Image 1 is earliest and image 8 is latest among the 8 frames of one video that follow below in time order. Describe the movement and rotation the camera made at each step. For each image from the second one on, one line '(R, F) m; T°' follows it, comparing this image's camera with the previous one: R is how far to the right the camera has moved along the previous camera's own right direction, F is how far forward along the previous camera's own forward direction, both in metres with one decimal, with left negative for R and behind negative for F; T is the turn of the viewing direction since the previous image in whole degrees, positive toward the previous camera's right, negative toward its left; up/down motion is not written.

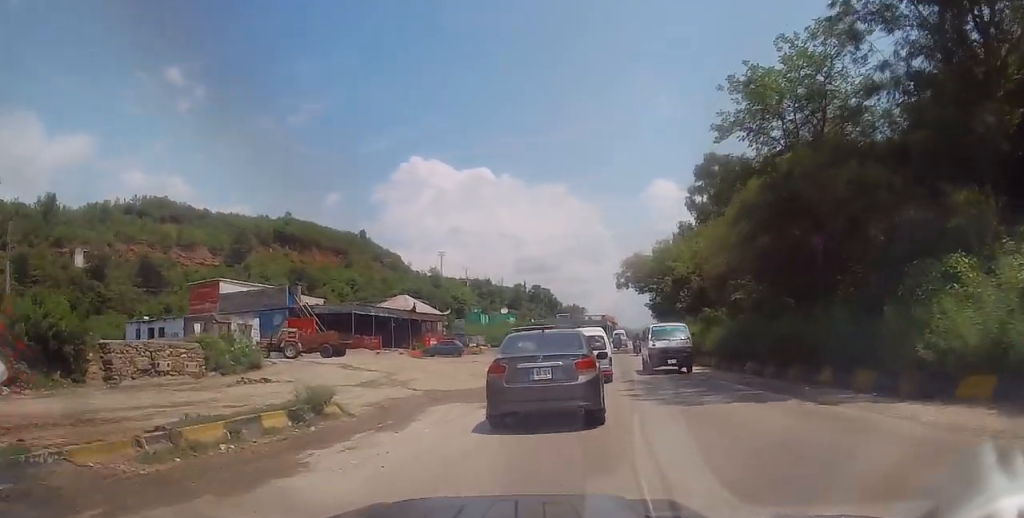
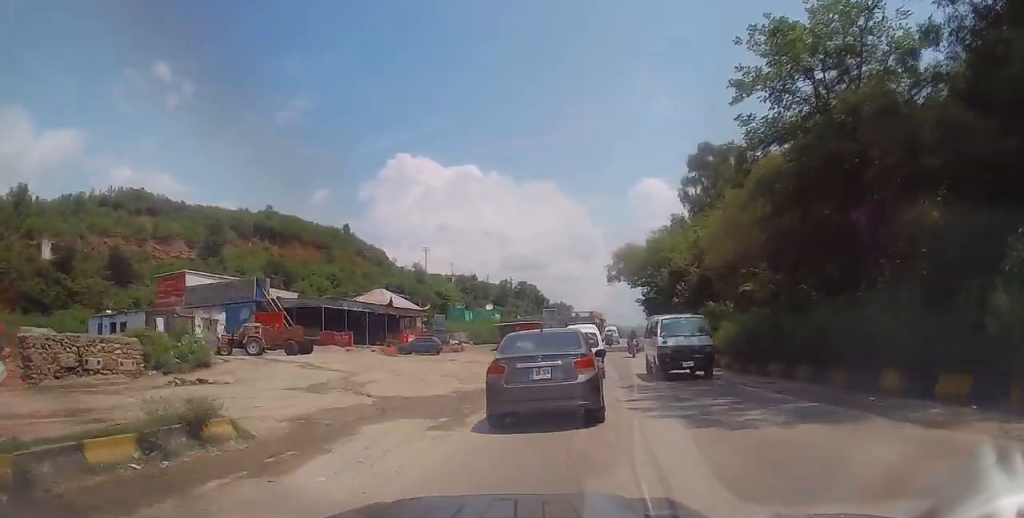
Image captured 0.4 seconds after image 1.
(+0.2, +3.9) m; +1°
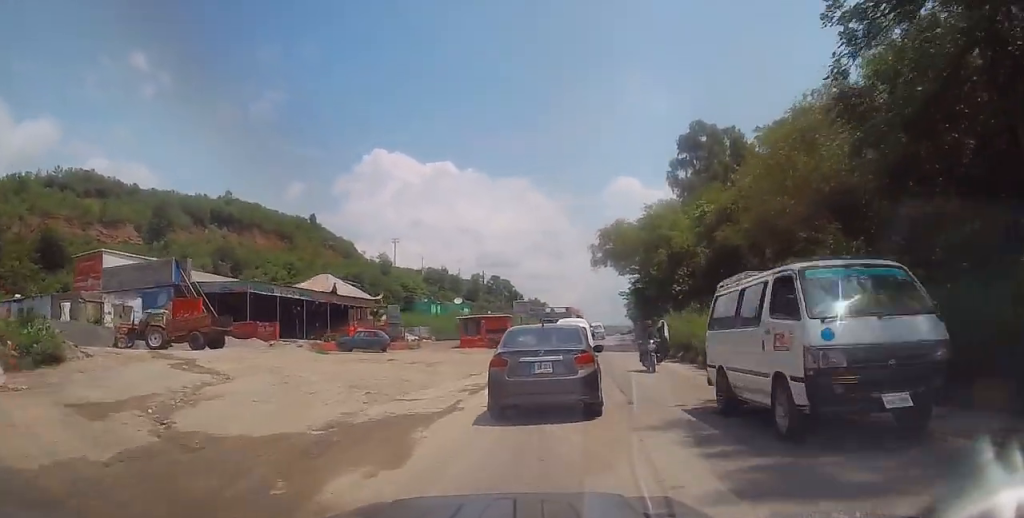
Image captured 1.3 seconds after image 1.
(0.0, +8.6) m; +2°
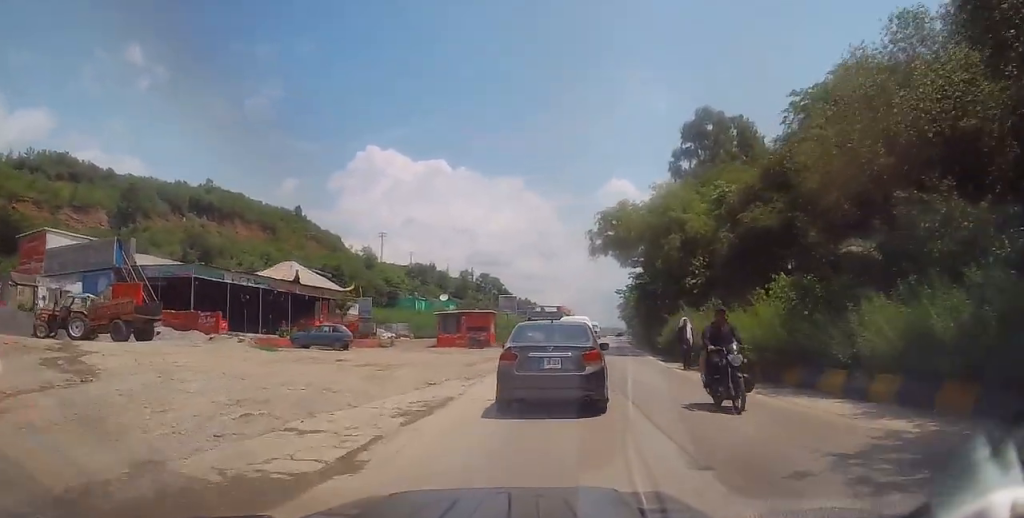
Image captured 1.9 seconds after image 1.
(+0.1, +5.7) m; +1°
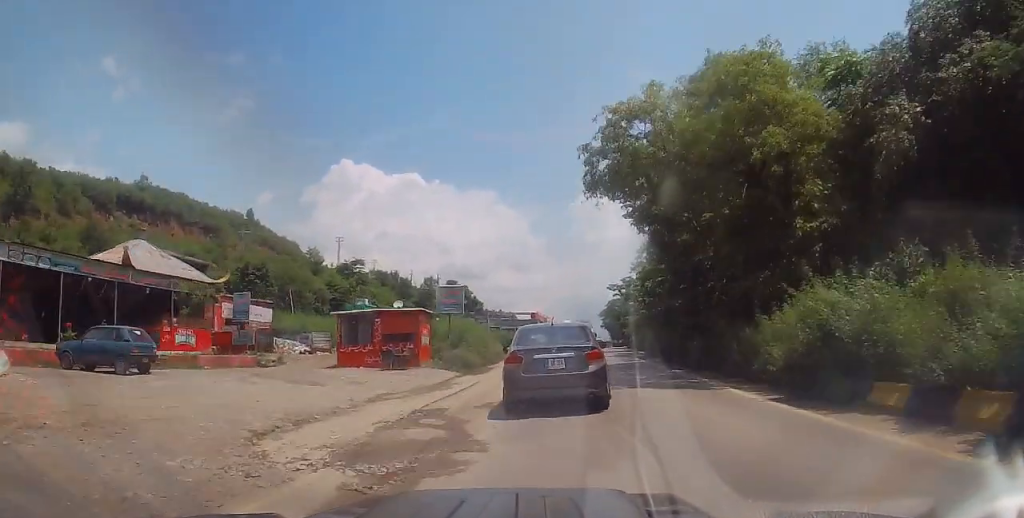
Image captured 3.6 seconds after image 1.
(+0.2, +15.9) m; 0°
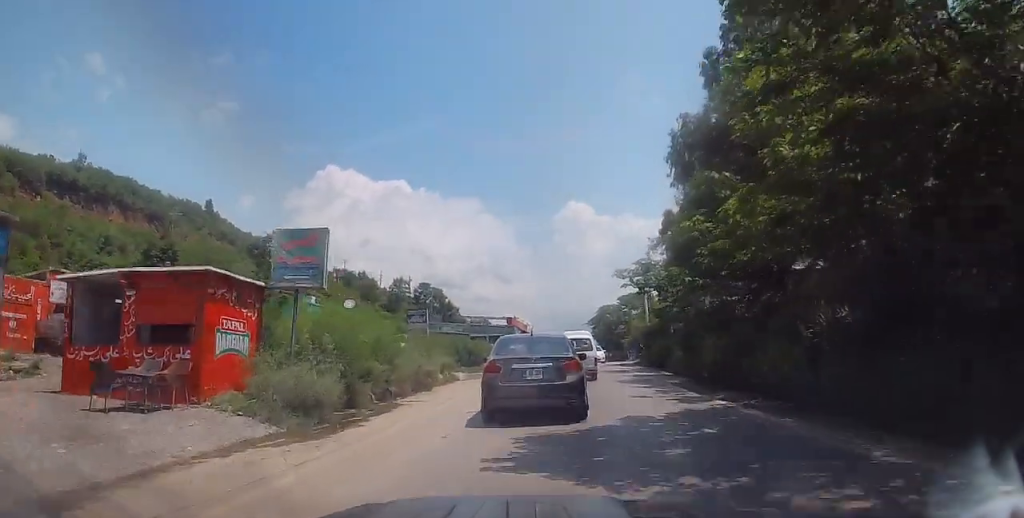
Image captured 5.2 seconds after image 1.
(+0.6, +15.4) m; +3°
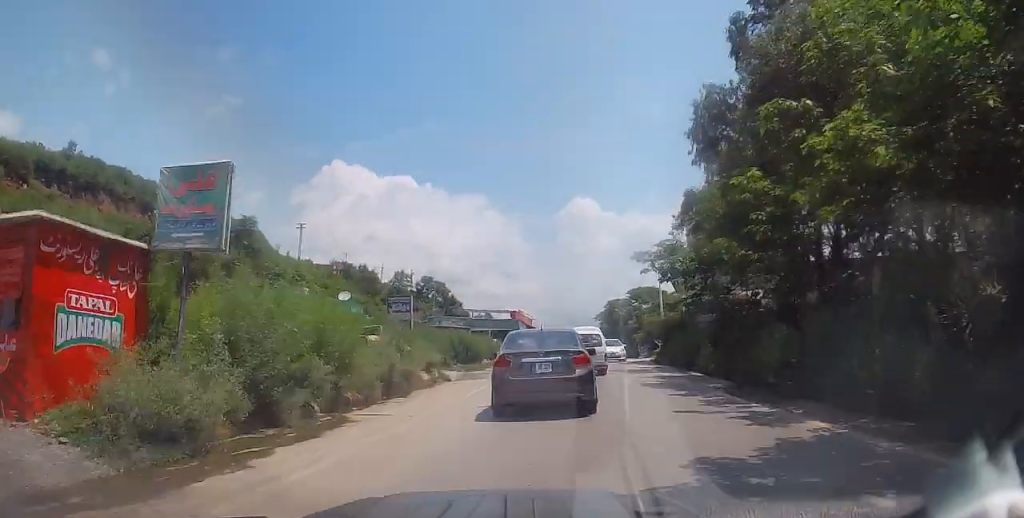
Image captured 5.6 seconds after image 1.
(+0.2, +4.5) m; 0°
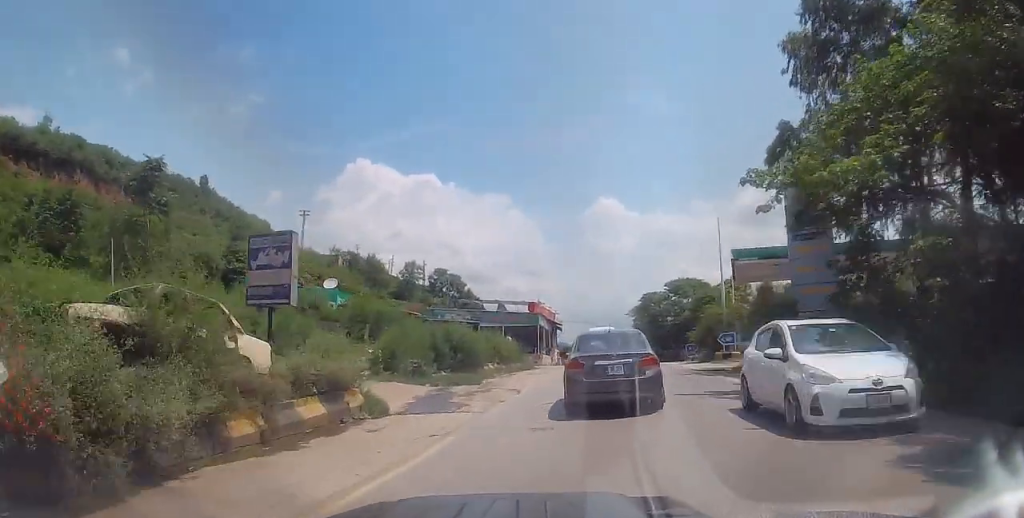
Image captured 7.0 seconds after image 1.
(-0.3, +12.5) m; 0°
